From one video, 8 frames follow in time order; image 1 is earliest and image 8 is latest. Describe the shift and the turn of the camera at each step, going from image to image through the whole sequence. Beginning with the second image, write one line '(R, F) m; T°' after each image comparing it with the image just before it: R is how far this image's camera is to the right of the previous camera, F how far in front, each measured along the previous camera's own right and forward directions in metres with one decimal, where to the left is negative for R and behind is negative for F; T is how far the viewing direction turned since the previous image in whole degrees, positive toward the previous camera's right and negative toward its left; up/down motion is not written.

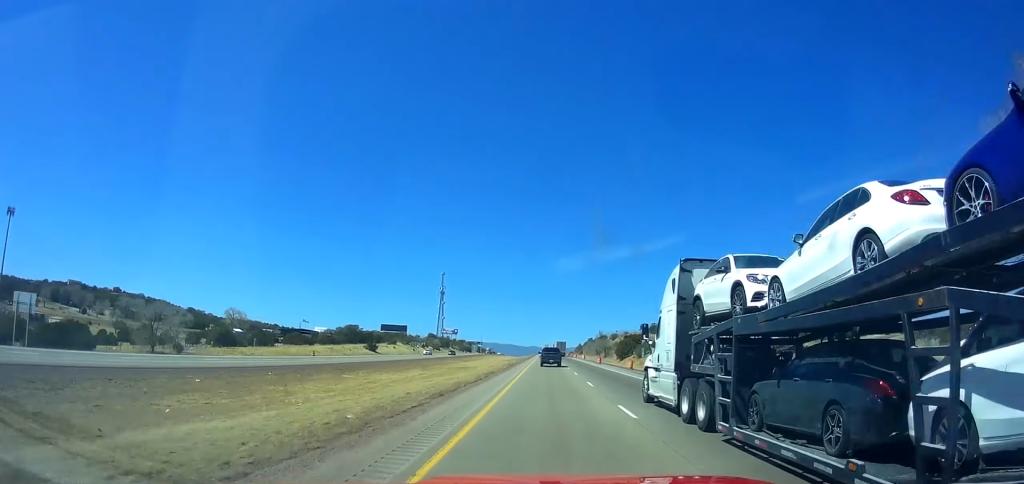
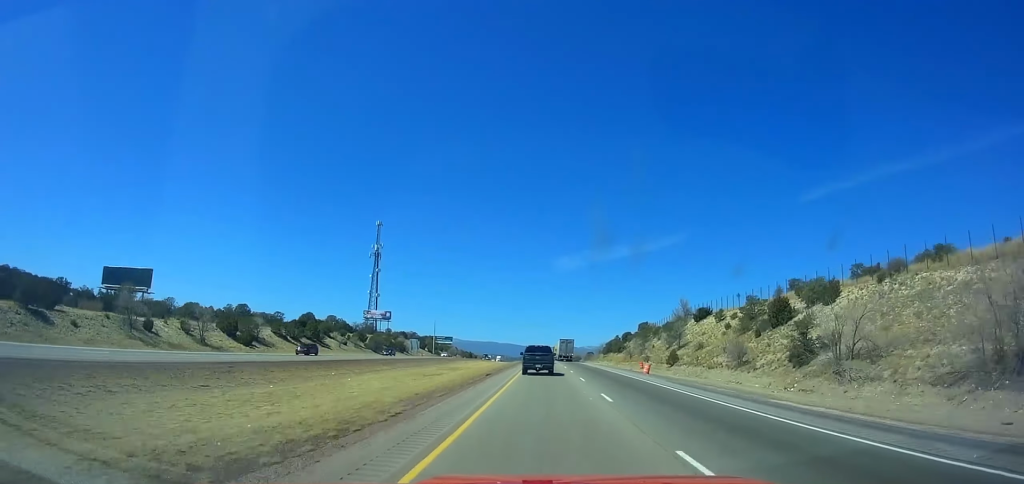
(-0.2, +177.8) m; 0°
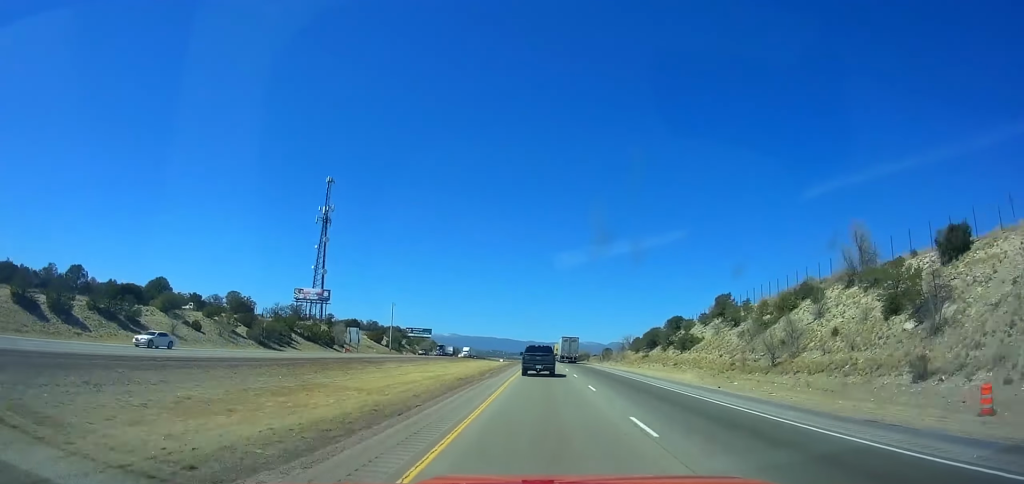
(+0.3, +69.5) m; 0°
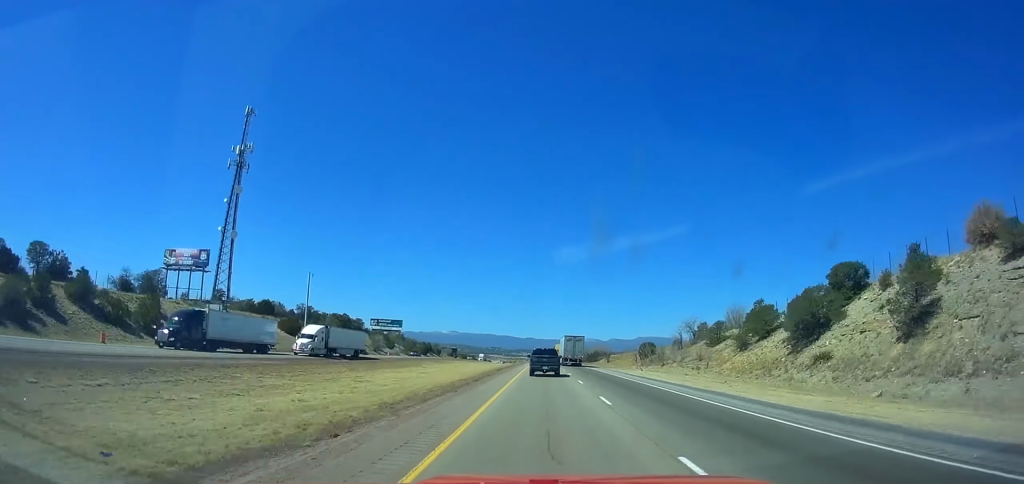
(-0.3, +68.6) m; 0°
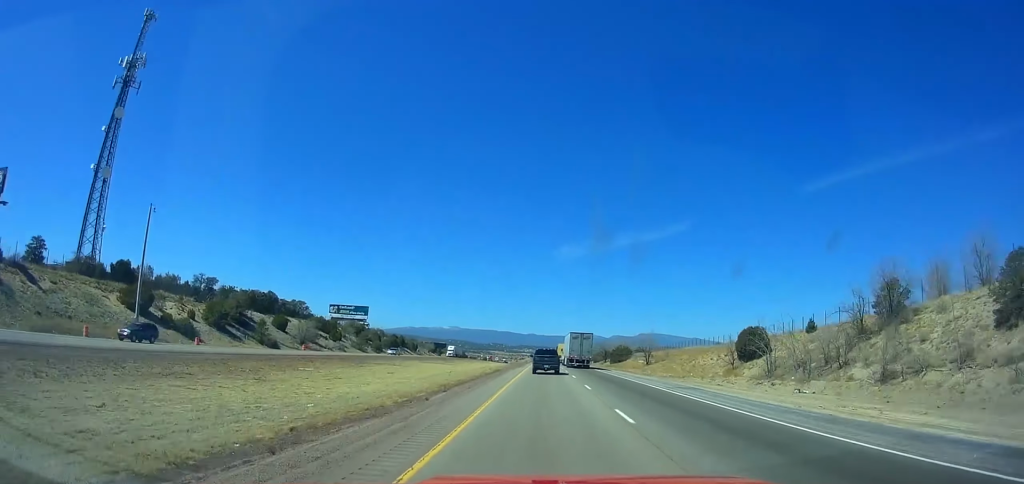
(0.0, +54.7) m; 0°
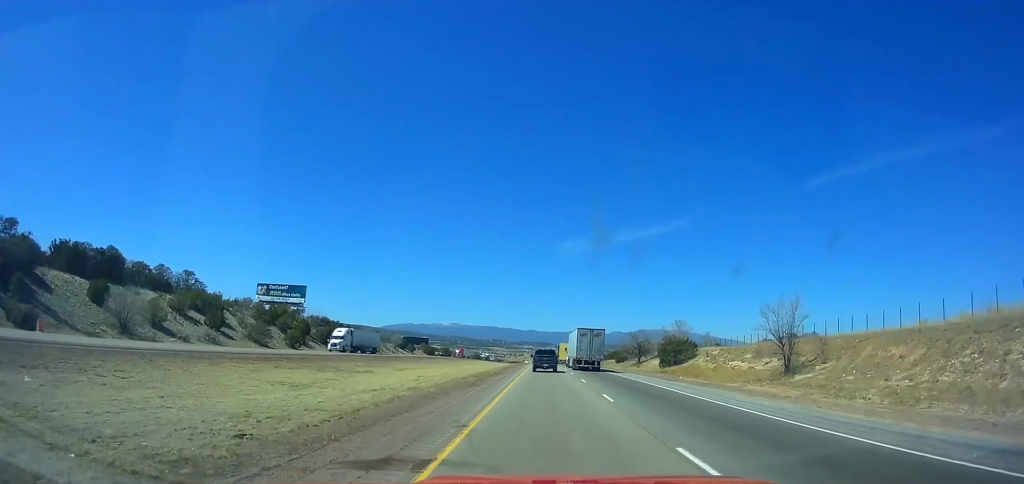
(+0.3, +55.3) m; 0°
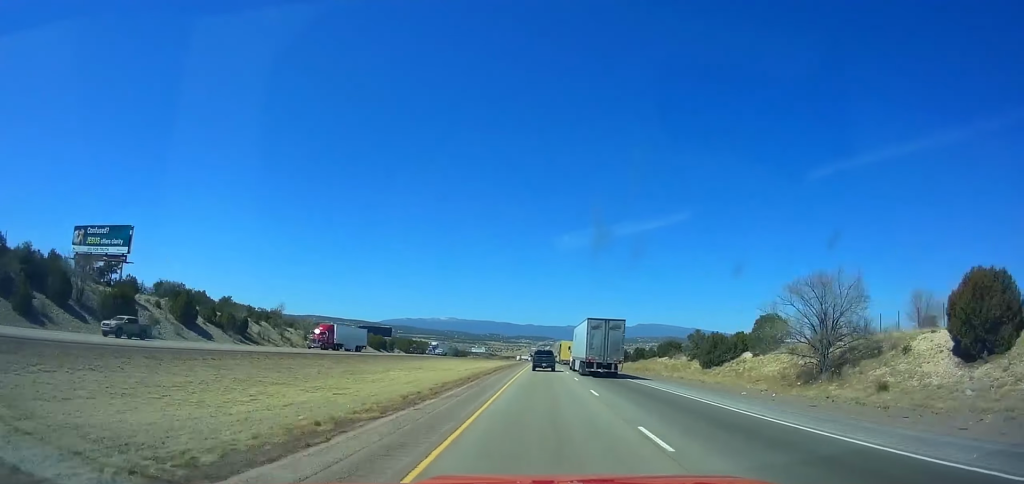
(-0.3, +69.9) m; 0°
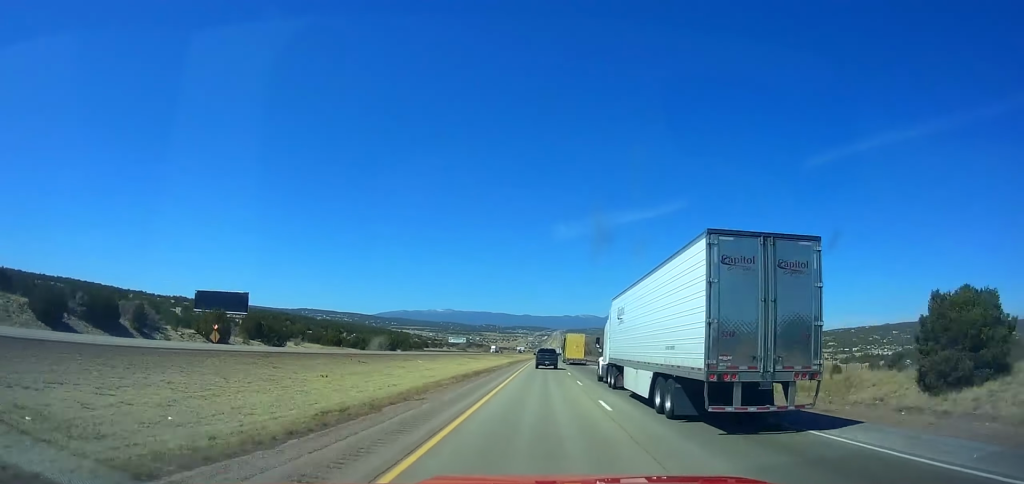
(+0.1, +110.8) m; 0°
